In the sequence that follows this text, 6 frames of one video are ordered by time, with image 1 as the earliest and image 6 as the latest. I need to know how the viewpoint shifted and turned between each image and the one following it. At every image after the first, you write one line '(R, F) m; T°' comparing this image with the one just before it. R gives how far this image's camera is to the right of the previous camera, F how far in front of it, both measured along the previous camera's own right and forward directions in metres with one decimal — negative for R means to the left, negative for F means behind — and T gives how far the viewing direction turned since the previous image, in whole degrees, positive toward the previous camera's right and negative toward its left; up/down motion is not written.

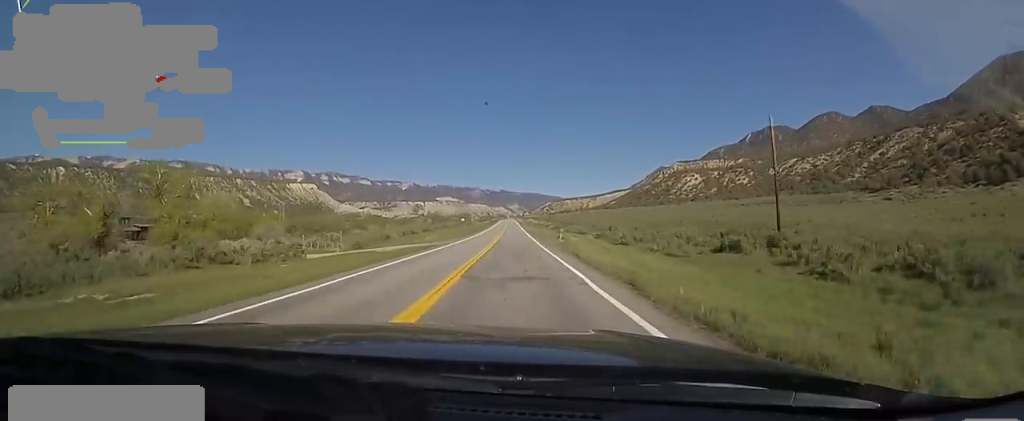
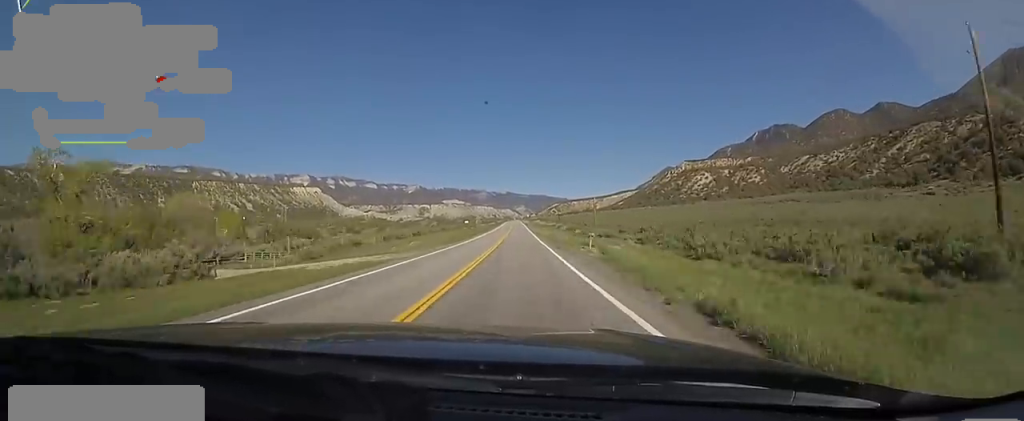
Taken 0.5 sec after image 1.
(-0.1, +16.4) m; -1°
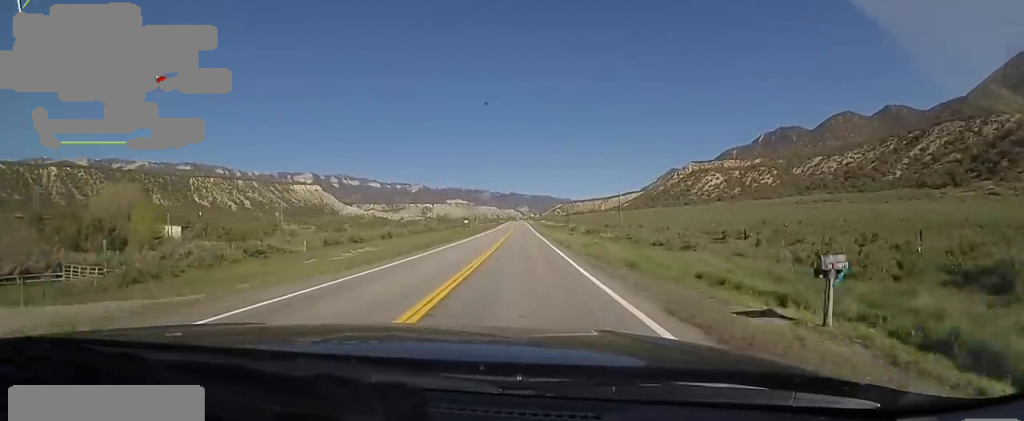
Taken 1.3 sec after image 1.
(-0.4, +23.4) m; -2°
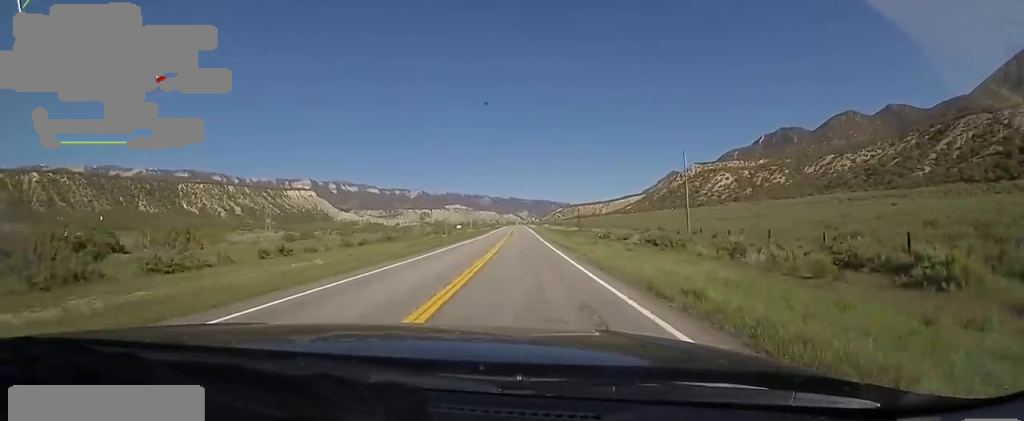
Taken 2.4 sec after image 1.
(-0.4, +33.3) m; +2°
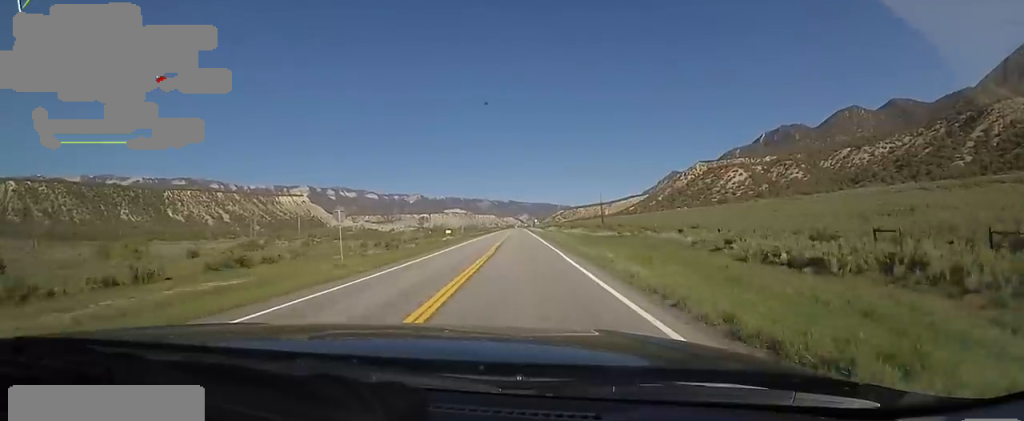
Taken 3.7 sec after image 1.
(+1.4, +39.9) m; 0°
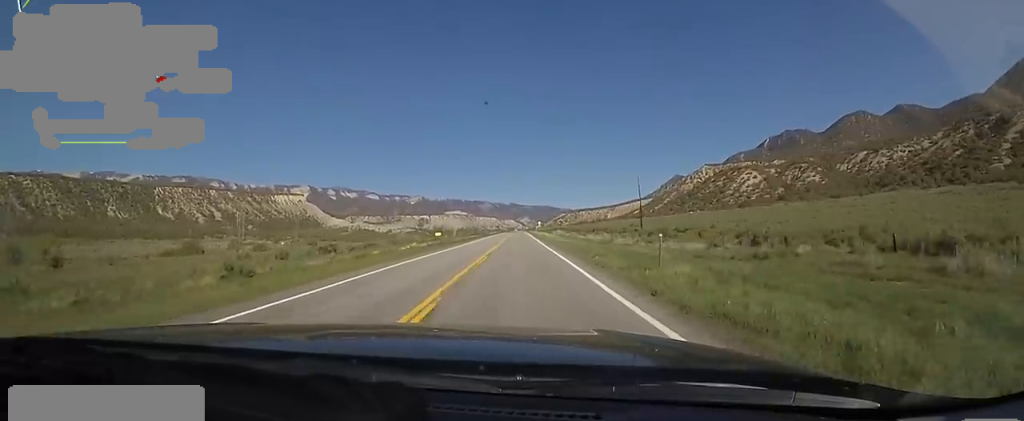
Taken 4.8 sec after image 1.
(-0.8, +30.8) m; -1°
